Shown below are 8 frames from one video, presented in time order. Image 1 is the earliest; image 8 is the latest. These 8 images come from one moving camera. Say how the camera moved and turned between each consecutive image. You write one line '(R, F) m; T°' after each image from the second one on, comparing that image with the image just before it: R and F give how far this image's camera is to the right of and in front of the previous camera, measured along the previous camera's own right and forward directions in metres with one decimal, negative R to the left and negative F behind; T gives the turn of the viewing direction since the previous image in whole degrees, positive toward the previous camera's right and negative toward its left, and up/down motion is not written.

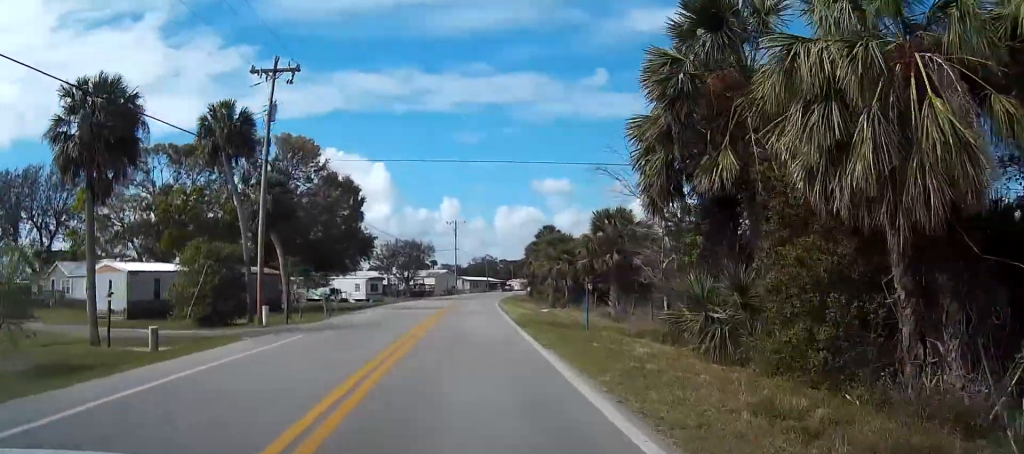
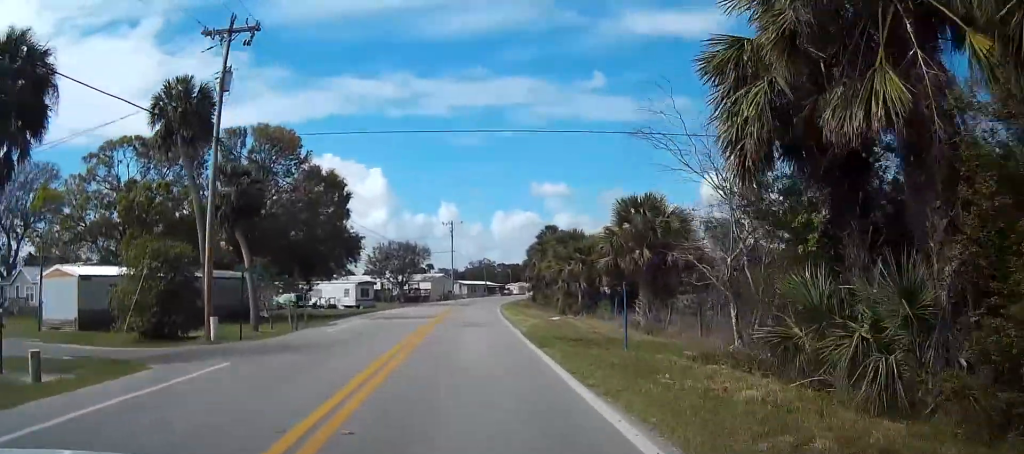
(0.0, +6.4) m; 0°
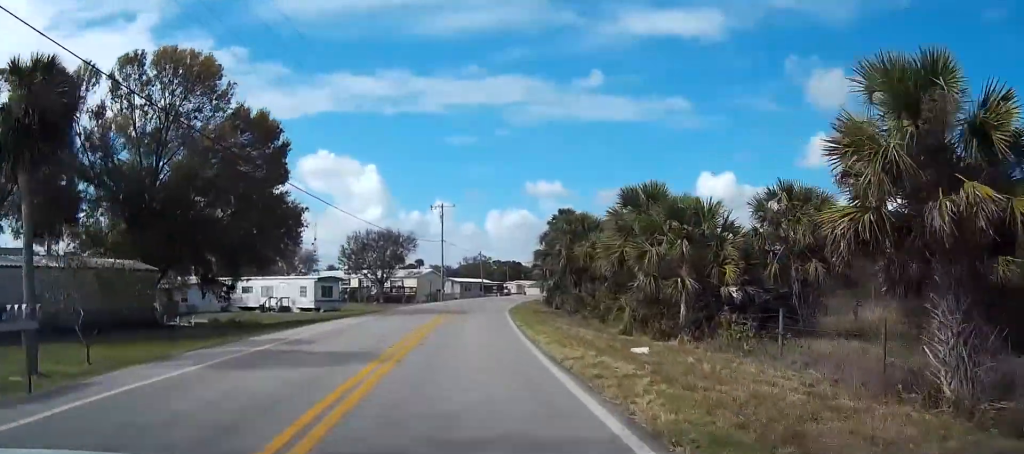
(+0.1, +19.6) m; 0°
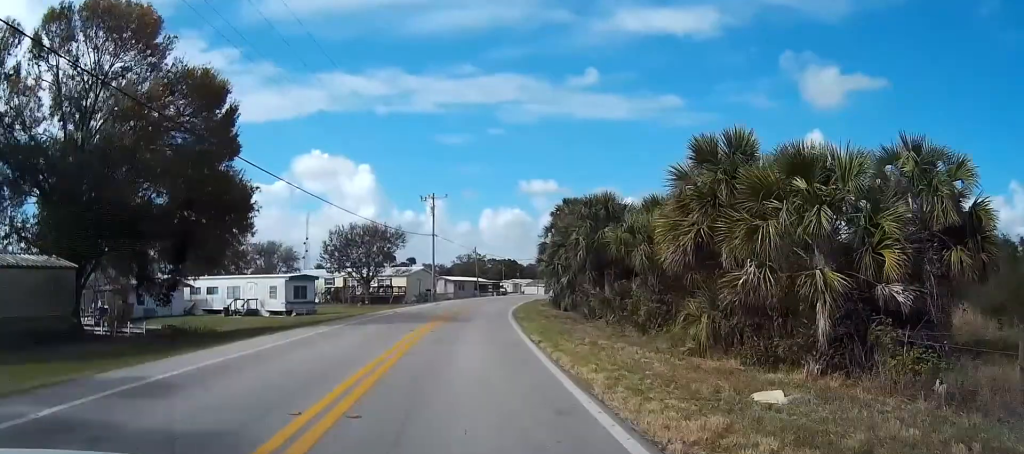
(0.0, +7.9) m; 0°
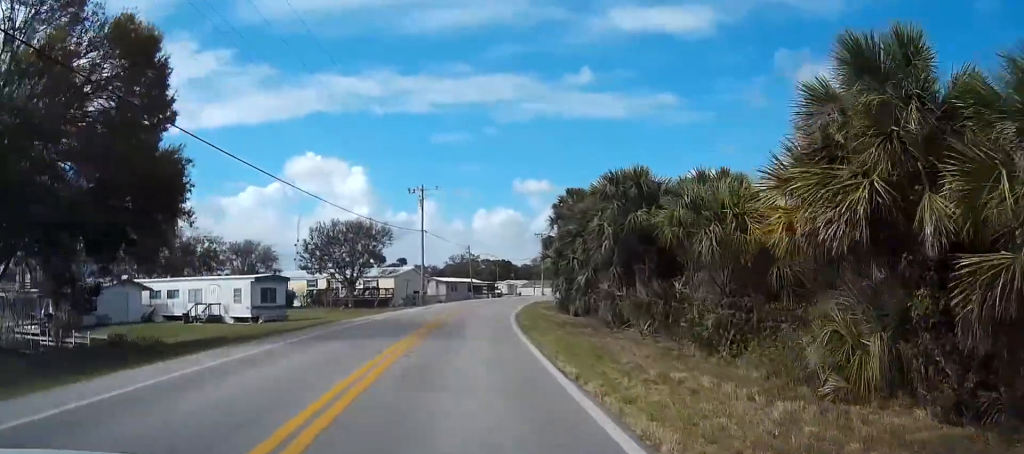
(0.0, +7.4) m; 0°
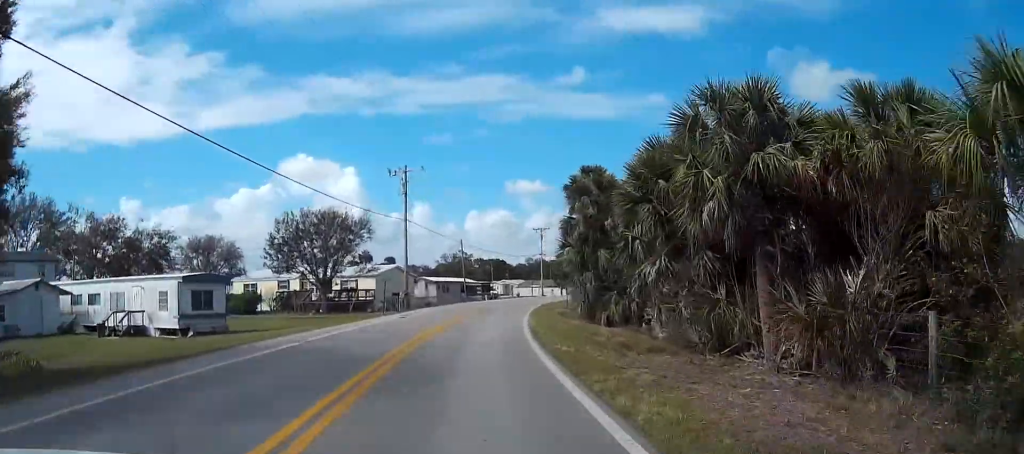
(0.0, +11.6) m; +1°
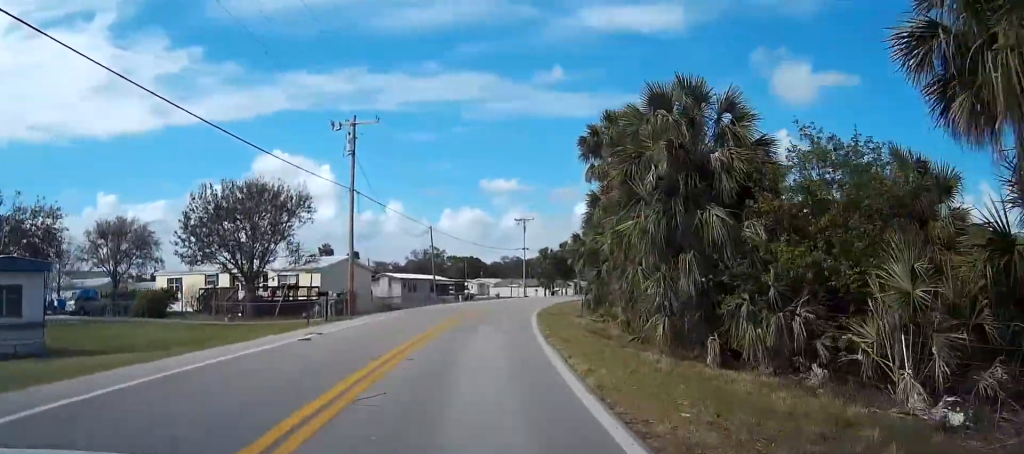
(+0.1, +16.1) m; +2°
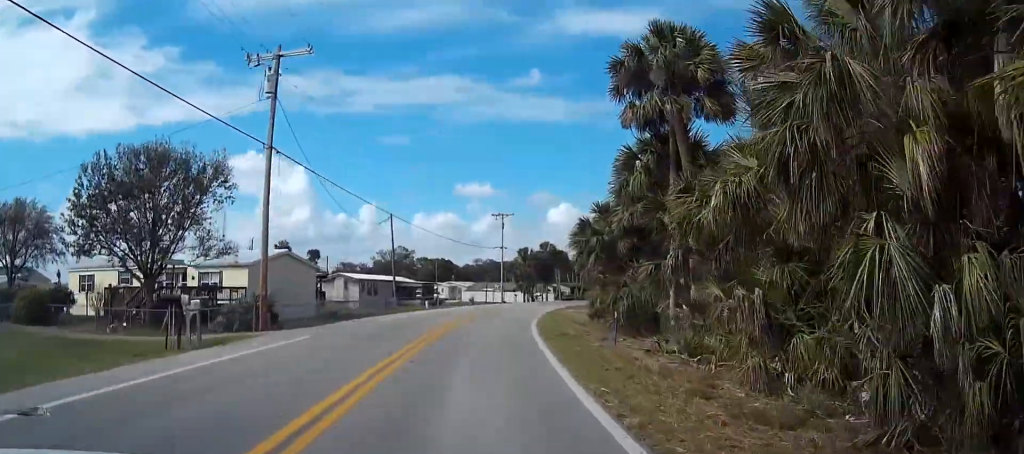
(+0.3, +12.7) m; +2°
